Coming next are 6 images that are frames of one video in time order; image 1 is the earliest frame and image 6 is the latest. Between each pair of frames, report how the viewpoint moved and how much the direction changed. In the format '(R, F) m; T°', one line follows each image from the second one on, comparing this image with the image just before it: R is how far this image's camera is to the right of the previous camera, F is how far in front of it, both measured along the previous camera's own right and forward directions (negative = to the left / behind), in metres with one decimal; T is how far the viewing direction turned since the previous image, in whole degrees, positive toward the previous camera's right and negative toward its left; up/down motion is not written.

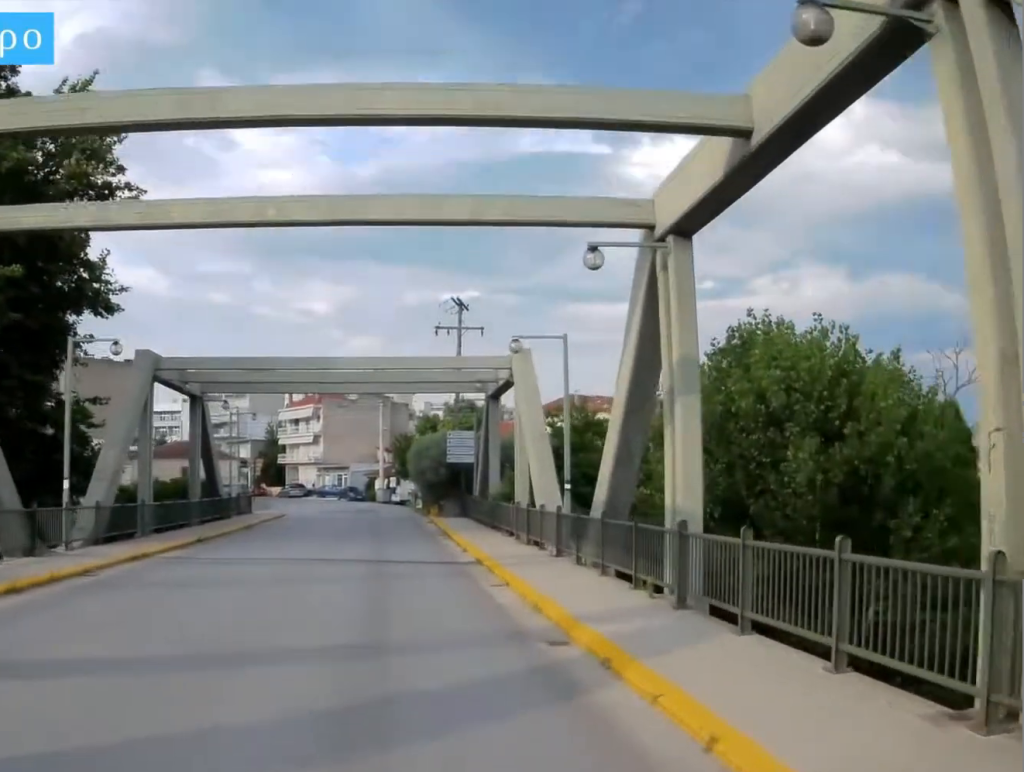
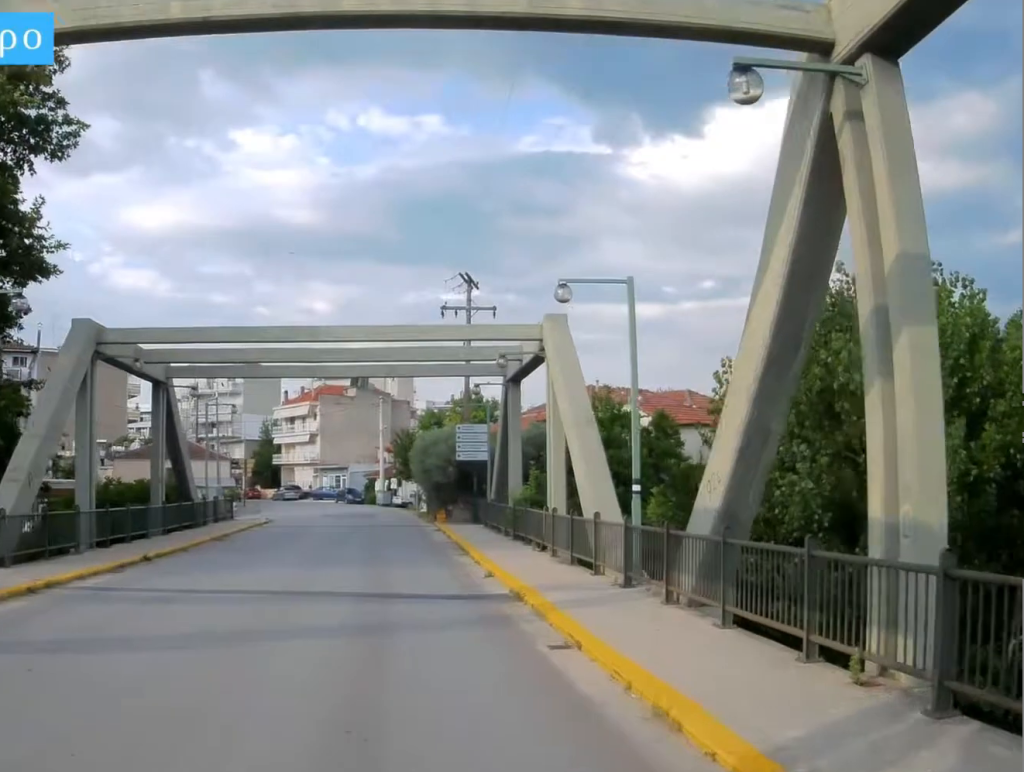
(0.0, +6.0) m; +1°
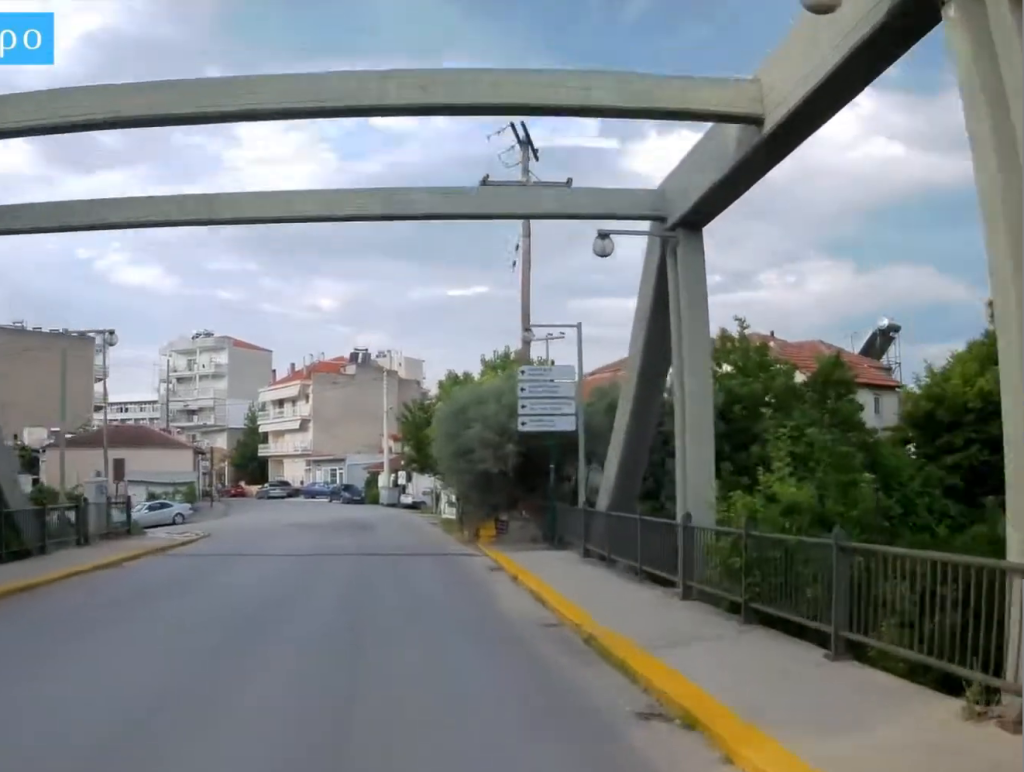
(+0.4, +18.2) m; +1°
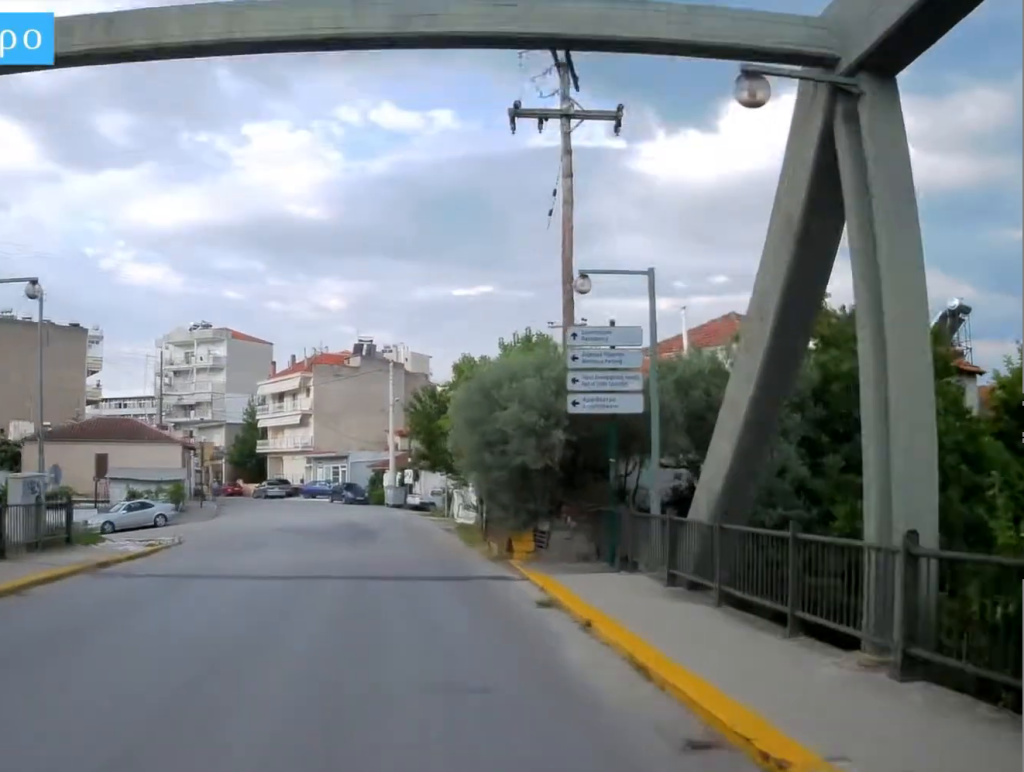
(-0.2, +5.3) m; 0°
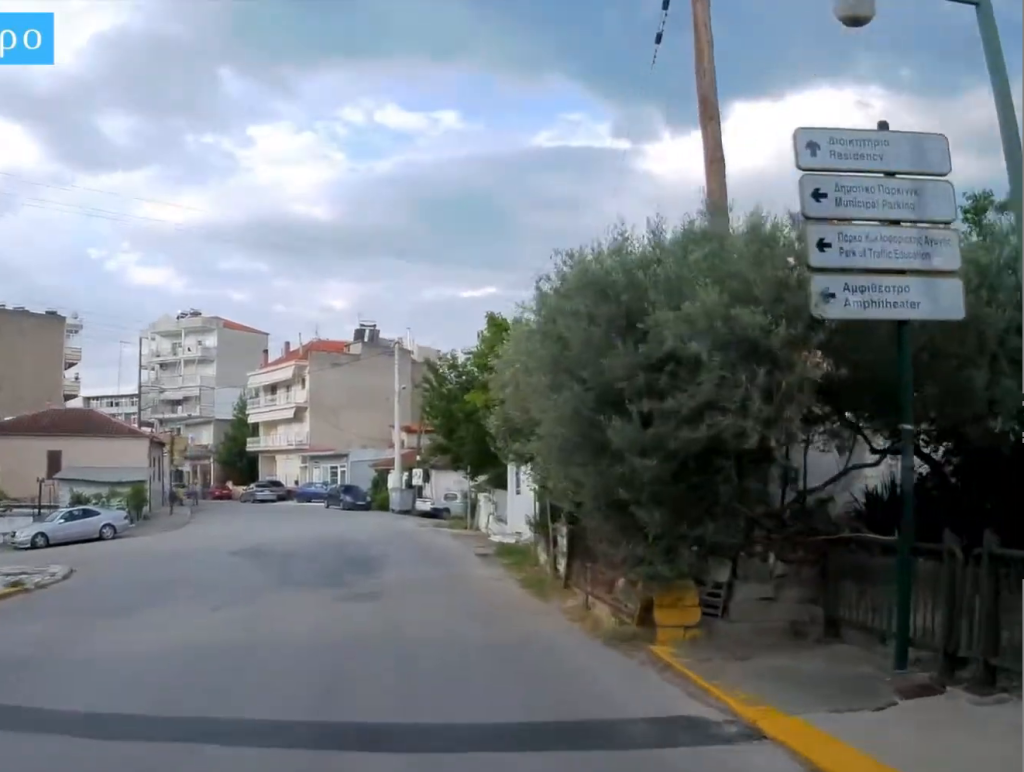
(+0.2, +9.1) m; 0°
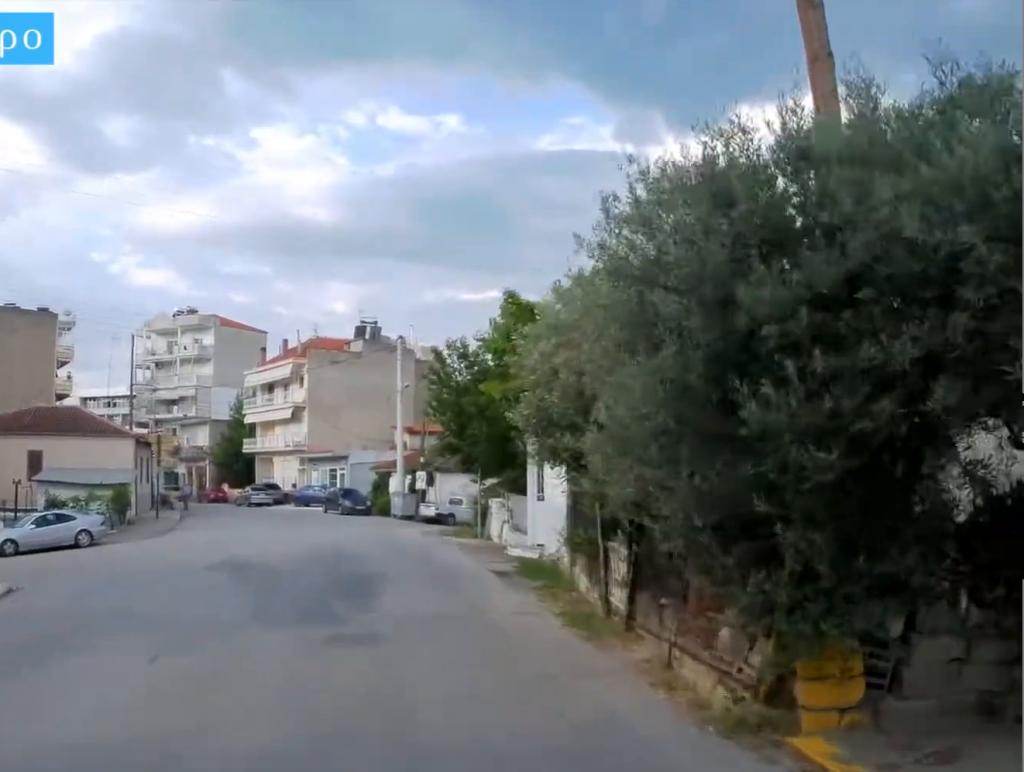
(0.0, +3.0) m; -1°
